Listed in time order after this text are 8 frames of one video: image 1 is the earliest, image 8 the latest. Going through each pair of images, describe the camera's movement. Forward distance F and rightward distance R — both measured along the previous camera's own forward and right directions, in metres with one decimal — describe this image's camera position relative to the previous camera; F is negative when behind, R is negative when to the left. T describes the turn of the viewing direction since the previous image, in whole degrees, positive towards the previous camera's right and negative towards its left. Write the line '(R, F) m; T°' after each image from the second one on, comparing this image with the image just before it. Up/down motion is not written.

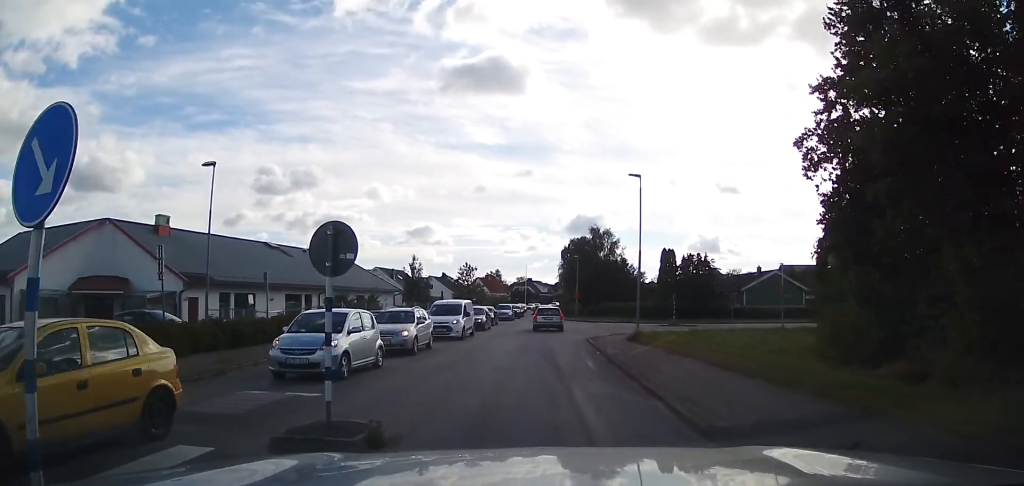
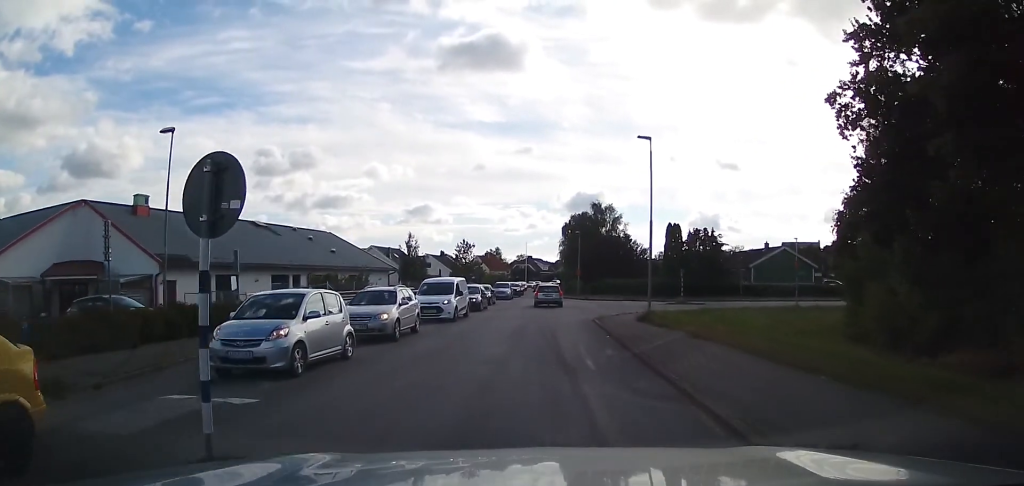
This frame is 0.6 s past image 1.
(+0.1, +2.3) m; +3°
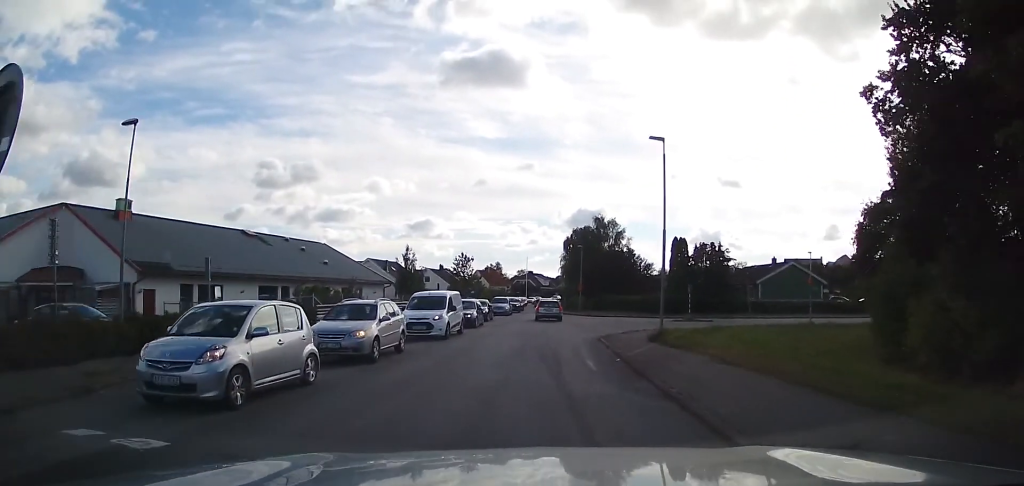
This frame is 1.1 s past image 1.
(+0.2, +2.0) m; -1°
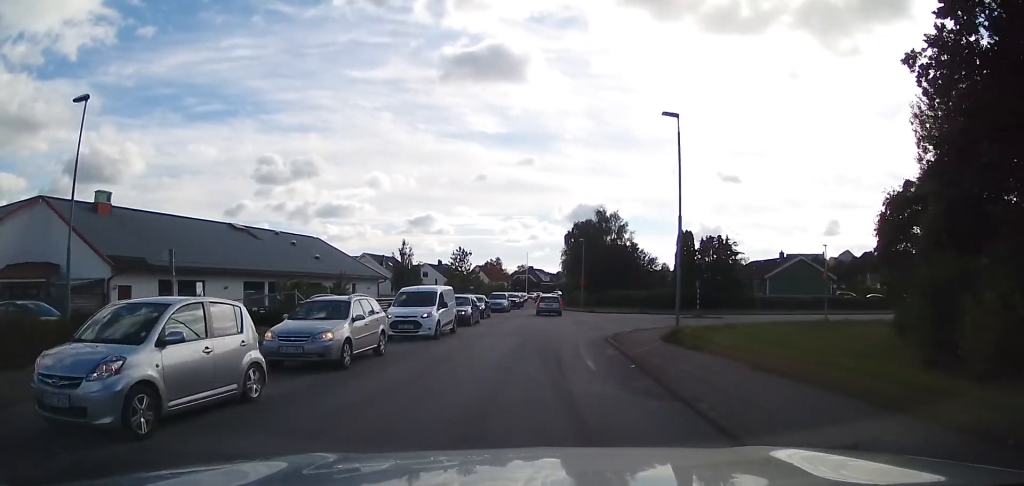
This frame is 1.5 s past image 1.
(+0.1, +1.9) m; -1°
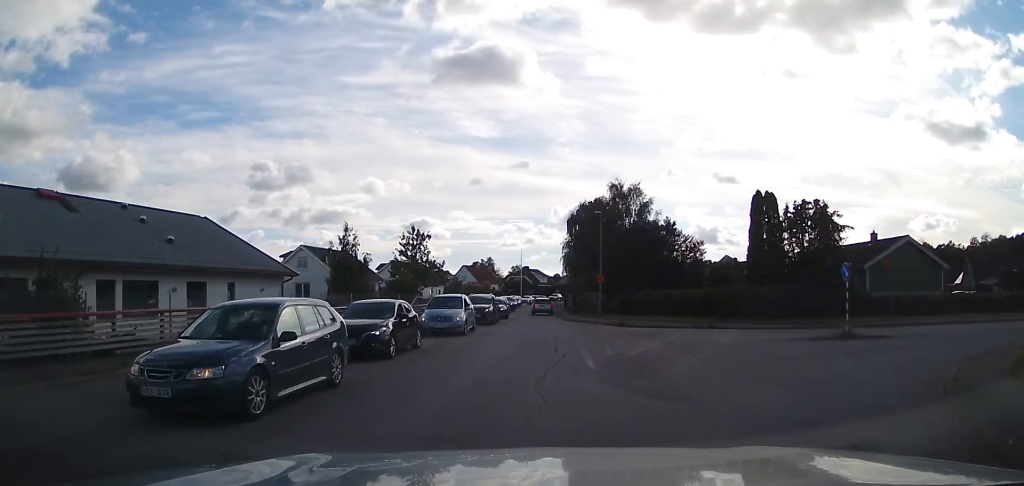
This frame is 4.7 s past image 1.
(-1.9, +18.8) m; -7°
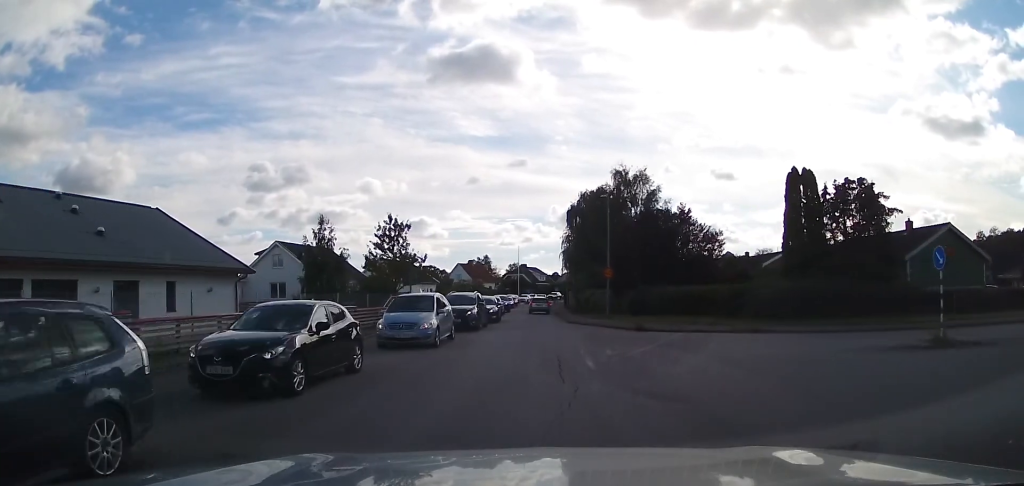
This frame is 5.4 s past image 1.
(0.0, +5.2) m; 0°
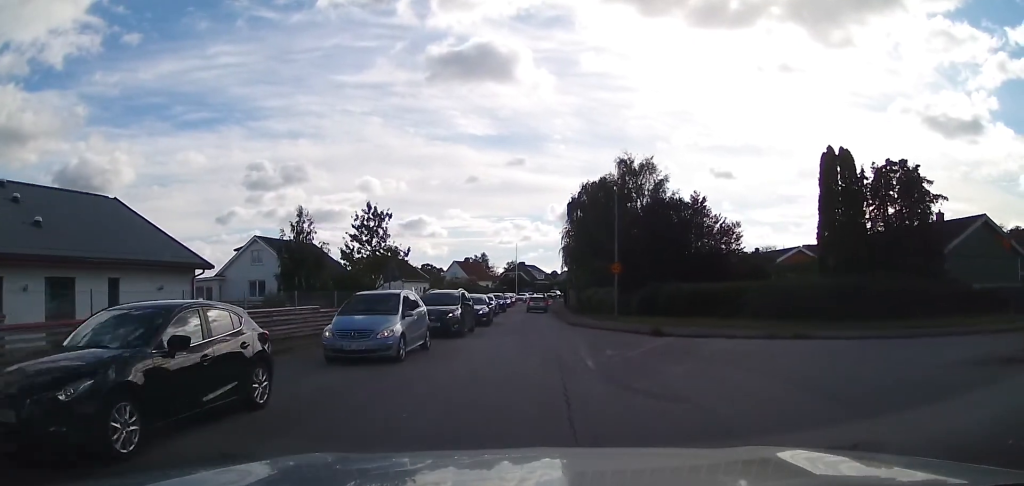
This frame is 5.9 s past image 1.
(0.0, +3.9) m; 0°
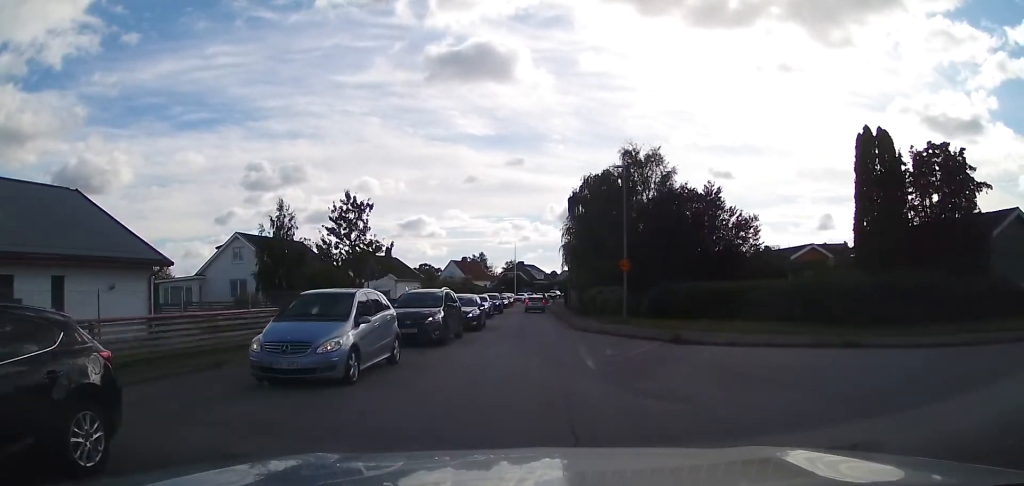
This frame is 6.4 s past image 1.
(0.0, +3.2) m; 0°
